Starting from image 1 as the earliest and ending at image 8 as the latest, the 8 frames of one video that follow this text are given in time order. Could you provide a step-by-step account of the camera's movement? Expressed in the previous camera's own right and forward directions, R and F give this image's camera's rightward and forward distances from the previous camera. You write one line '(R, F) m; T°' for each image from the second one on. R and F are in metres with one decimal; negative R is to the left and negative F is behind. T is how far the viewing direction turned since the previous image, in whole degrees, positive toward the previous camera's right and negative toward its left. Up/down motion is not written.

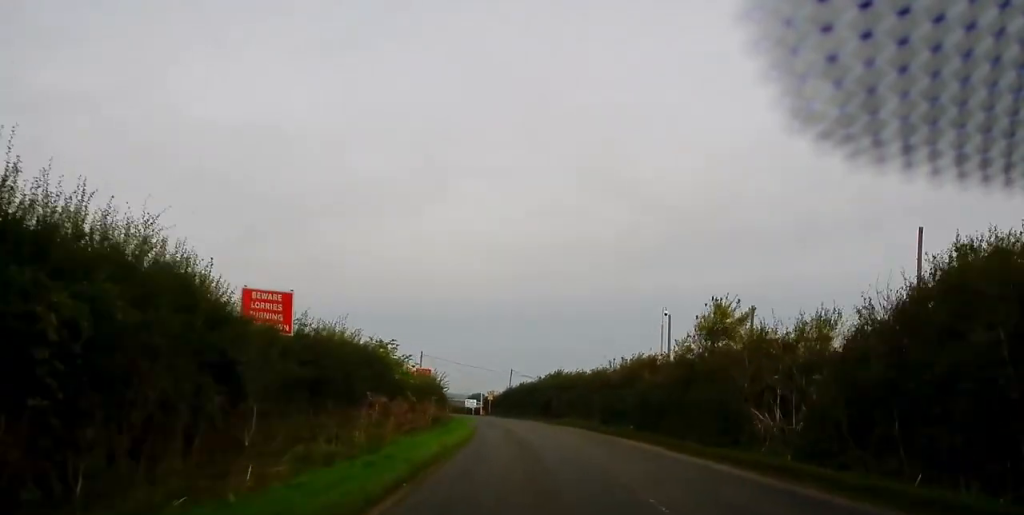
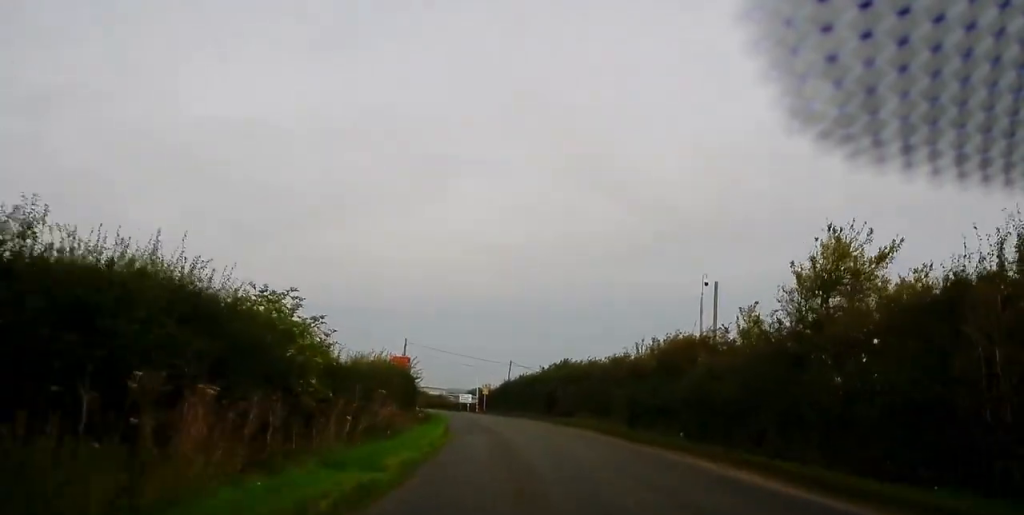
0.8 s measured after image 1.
(-0.2, +12.8) m; 0°
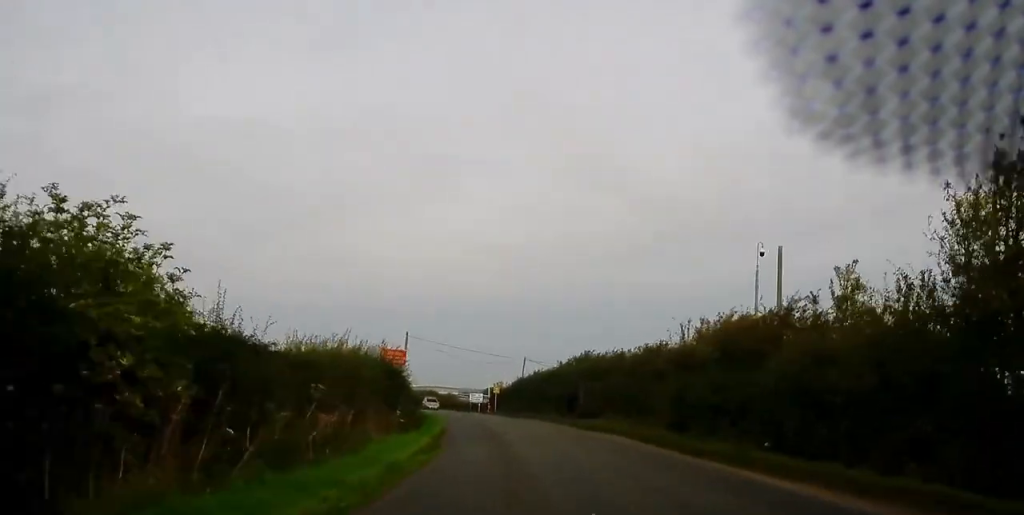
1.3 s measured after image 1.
(+0.3, +8.3) m; -1°
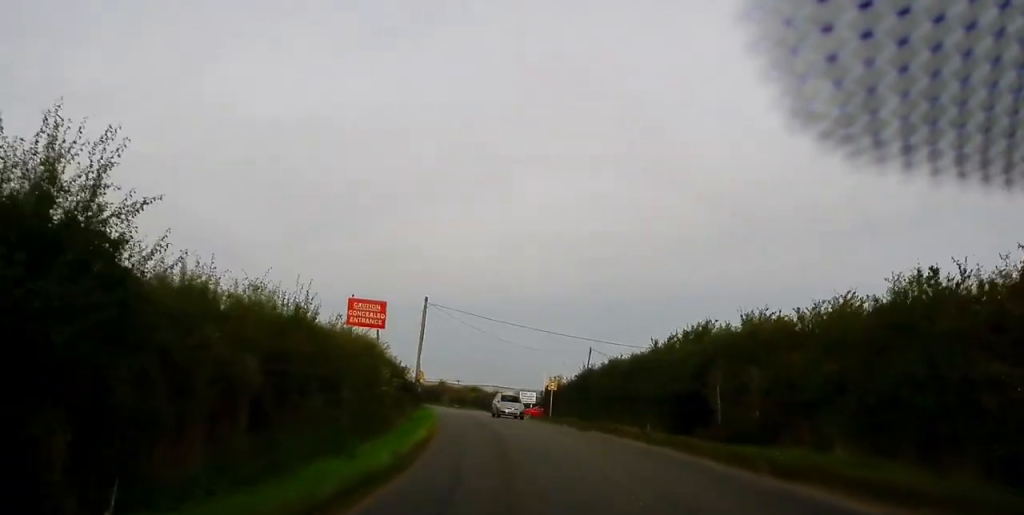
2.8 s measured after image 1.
(-0.7, +22.7) m; -4°
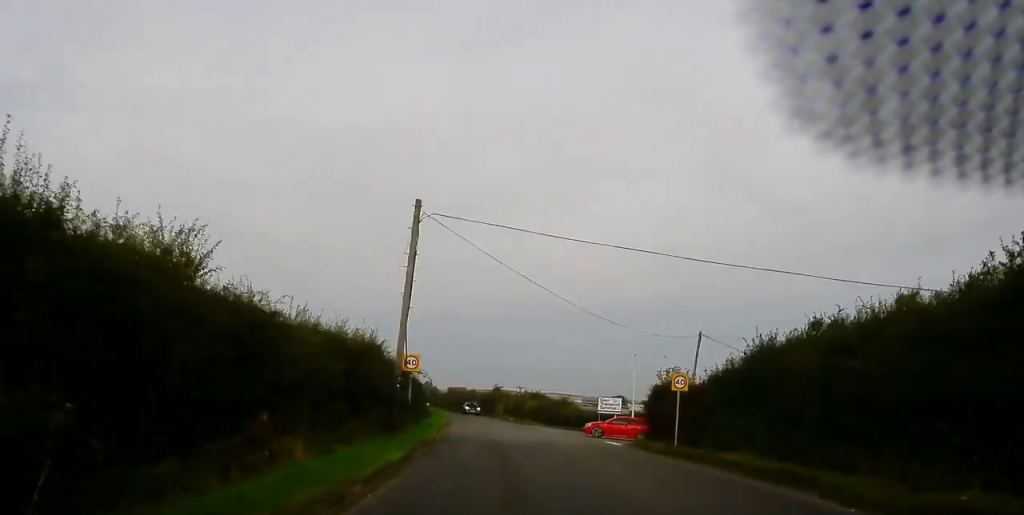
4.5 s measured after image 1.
(-1.3, +26.0) m; -4°
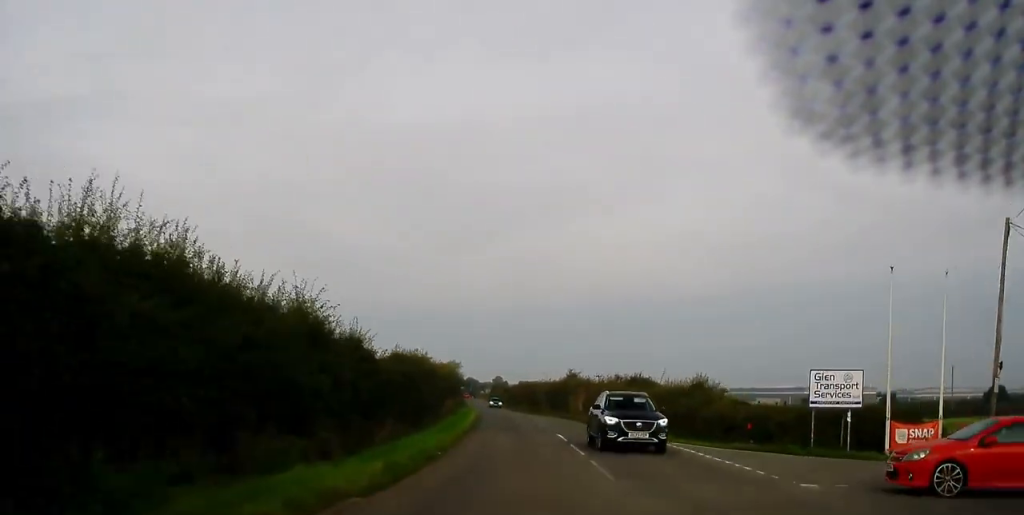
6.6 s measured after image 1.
(-1.6, +33.7) m; -7°
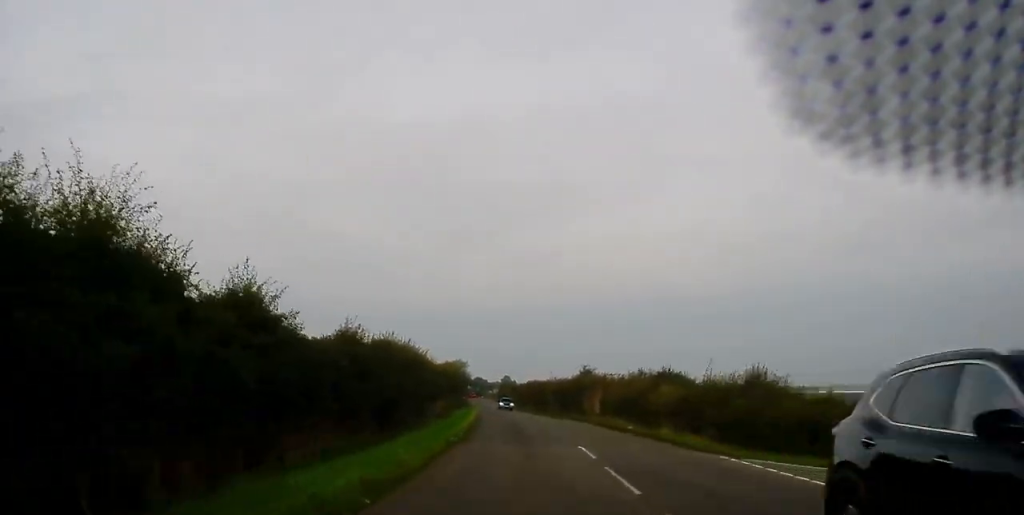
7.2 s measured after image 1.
(-0.1, +8.7) m; 0°
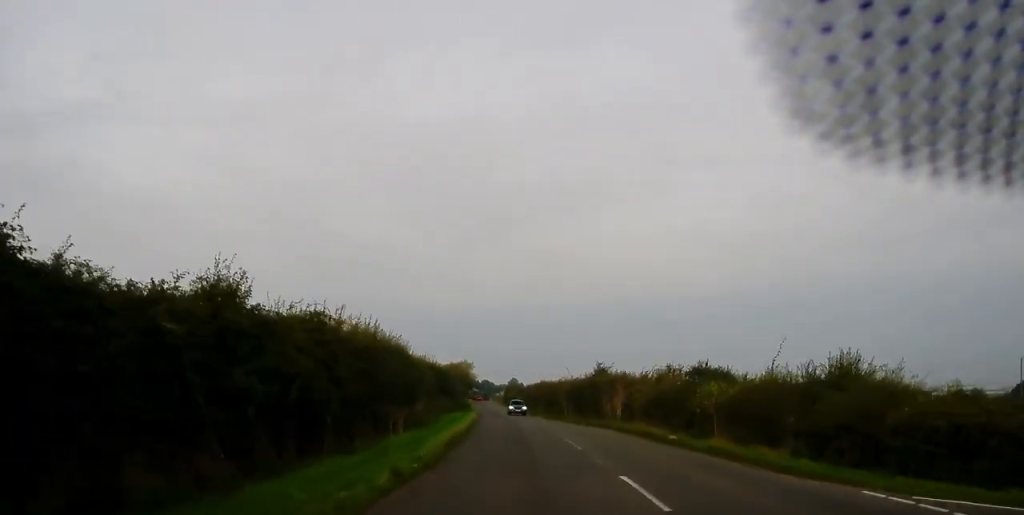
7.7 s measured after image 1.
(-0.1, +8.4) m; +1°
